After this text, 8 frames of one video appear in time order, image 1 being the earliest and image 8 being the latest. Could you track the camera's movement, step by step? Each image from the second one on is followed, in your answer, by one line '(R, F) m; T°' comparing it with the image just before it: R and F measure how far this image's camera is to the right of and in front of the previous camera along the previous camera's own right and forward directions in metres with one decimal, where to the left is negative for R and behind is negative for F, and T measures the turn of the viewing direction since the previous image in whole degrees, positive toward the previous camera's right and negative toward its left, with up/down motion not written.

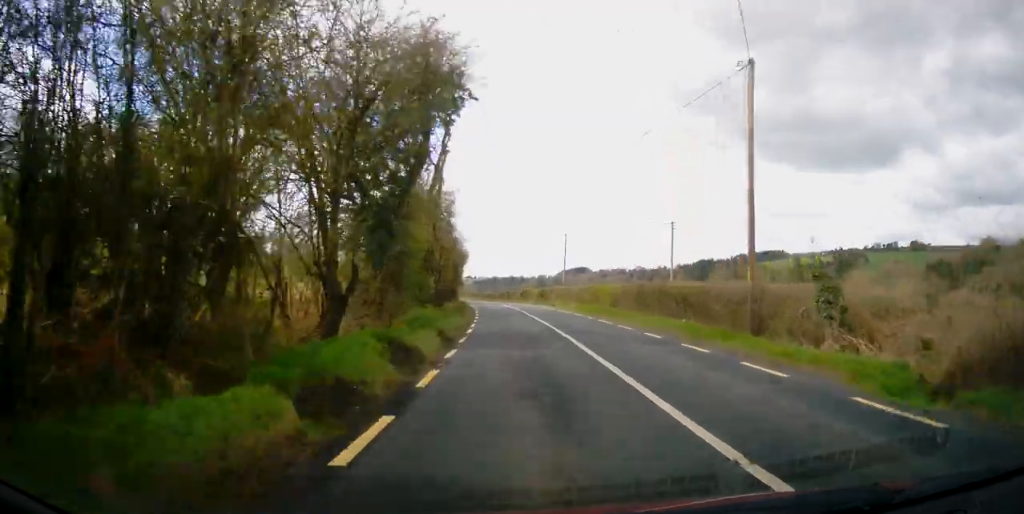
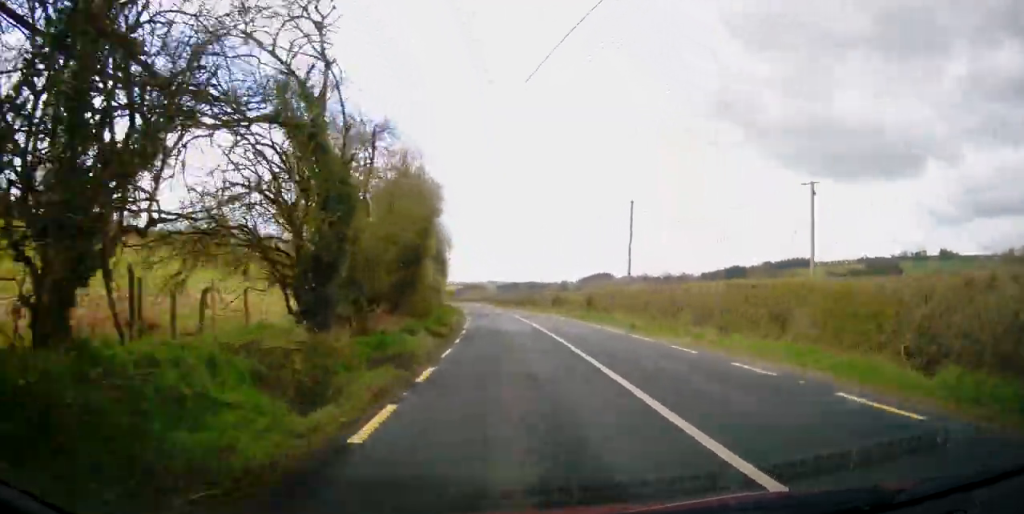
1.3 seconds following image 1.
(0.0, +27.6) m; 0°
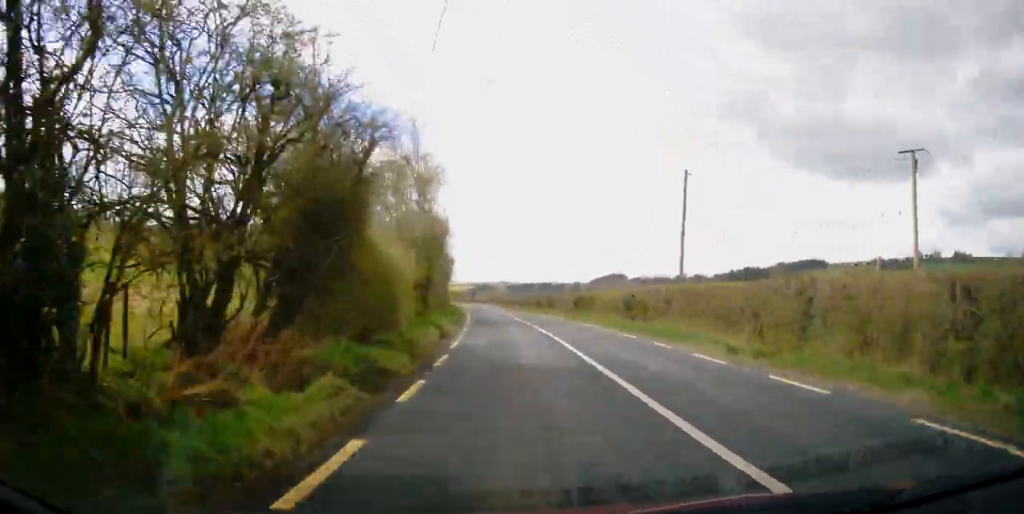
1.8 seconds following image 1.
(+0.1, +9.9) m; -1°
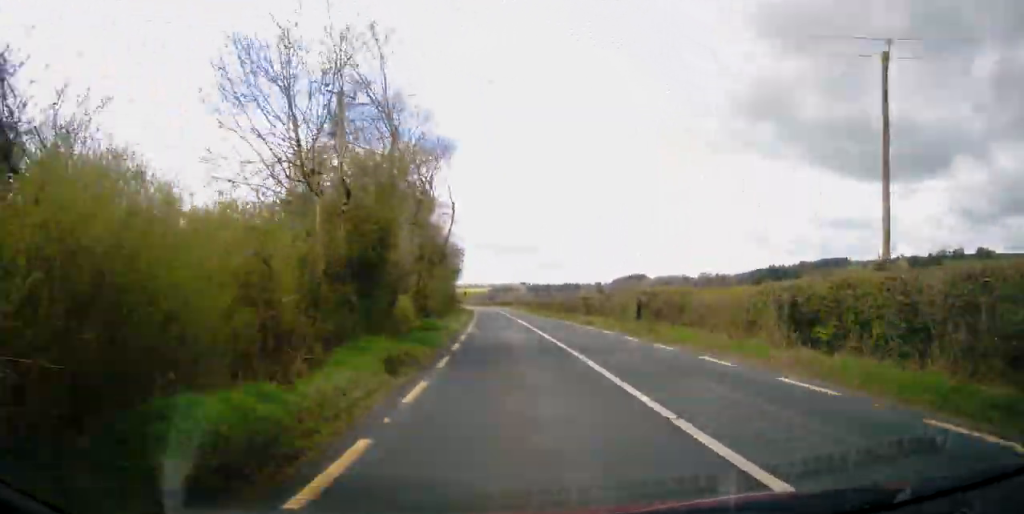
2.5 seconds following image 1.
(-0.3, +16.2) m; -4°
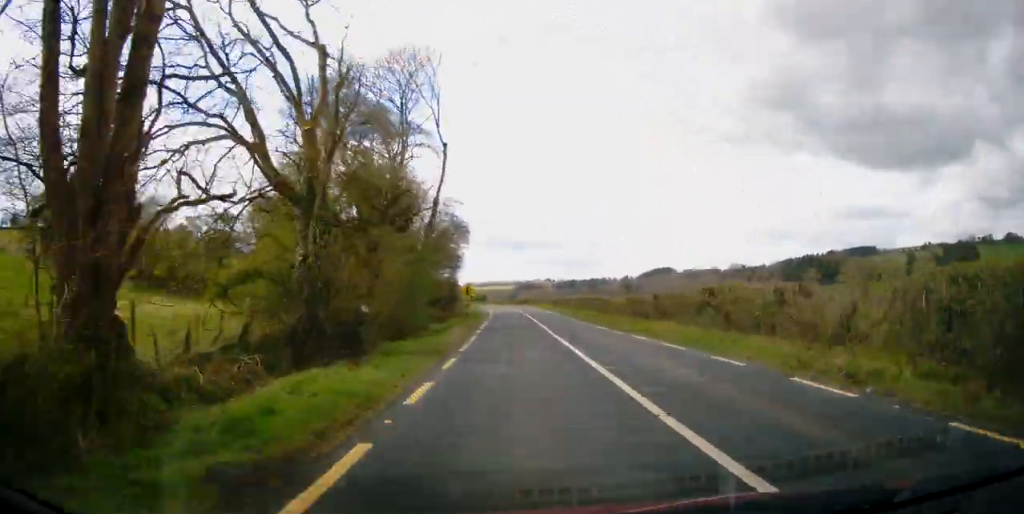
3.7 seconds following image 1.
(-1.3, +24.4) m; -4°
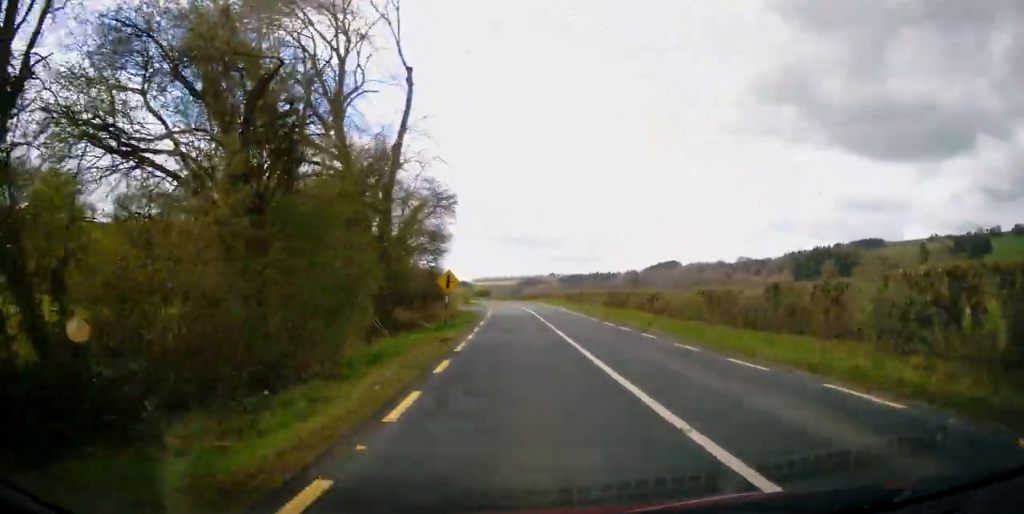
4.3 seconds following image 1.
(-0.1, +13.1) m; +1°
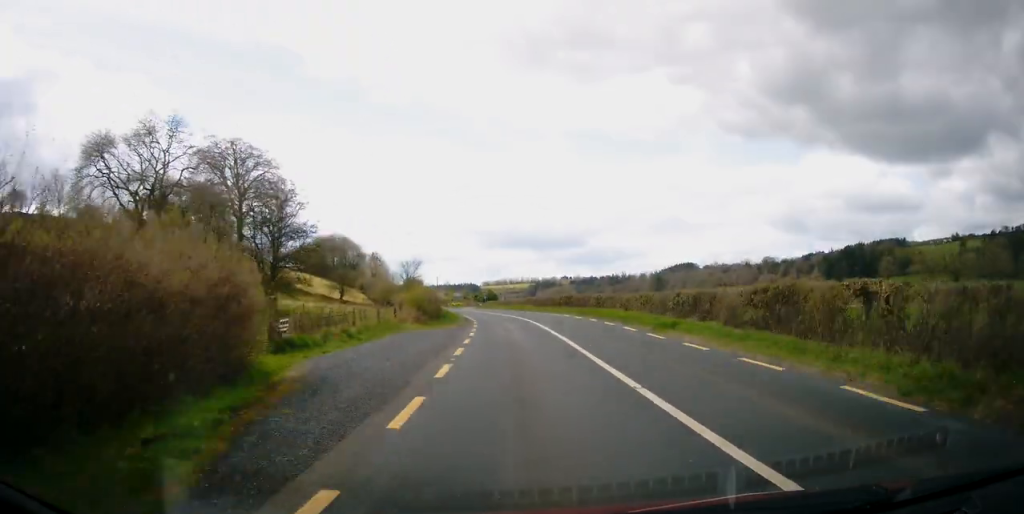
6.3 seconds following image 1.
(-0.4, +40.4) m; -2°
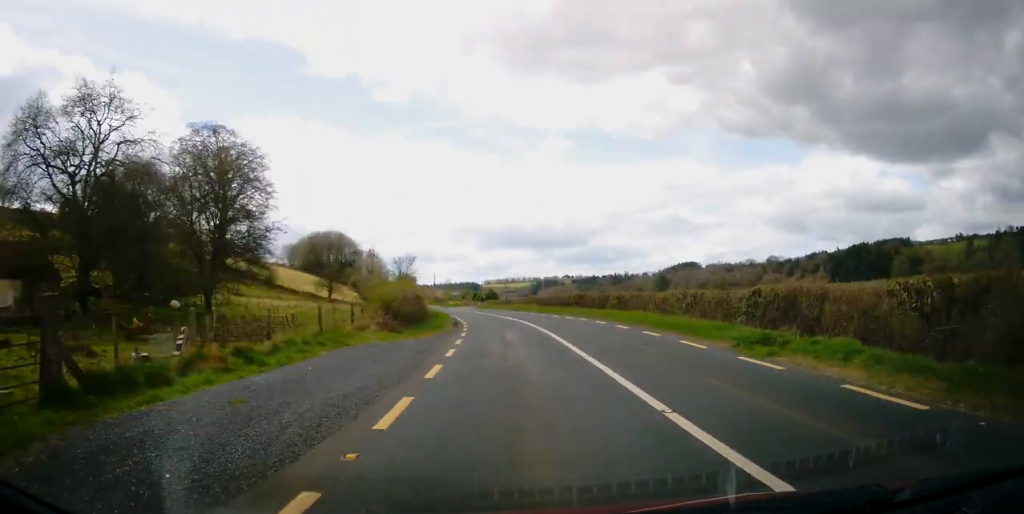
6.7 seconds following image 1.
(-0.2, +8.2) m; -1°
